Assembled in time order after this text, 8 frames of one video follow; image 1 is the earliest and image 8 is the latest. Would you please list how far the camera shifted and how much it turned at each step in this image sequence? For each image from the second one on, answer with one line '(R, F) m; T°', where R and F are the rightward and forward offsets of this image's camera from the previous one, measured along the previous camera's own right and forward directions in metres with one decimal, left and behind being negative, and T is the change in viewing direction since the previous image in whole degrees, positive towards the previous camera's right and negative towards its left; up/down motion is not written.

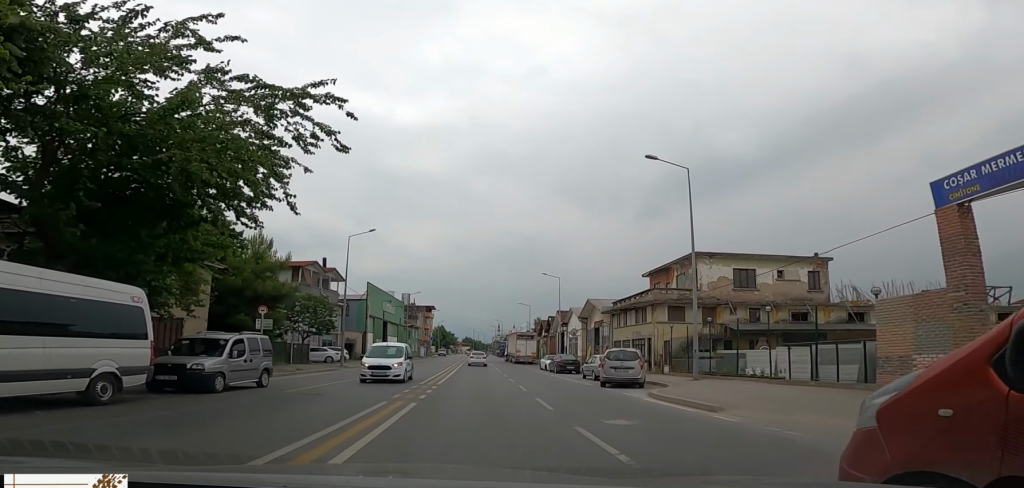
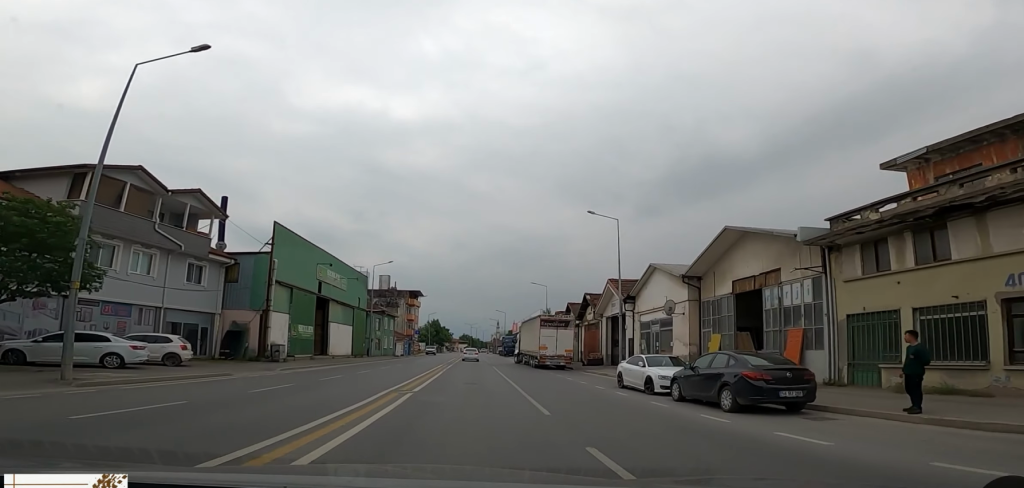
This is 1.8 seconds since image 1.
(0.0, +22.2) m; 0°
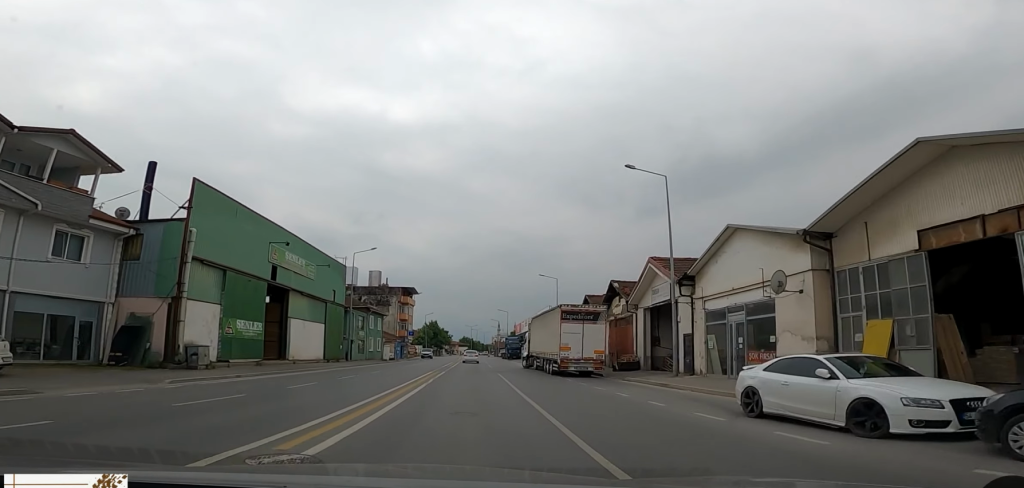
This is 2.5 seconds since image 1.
(-0.3, +8.1) m; 0°
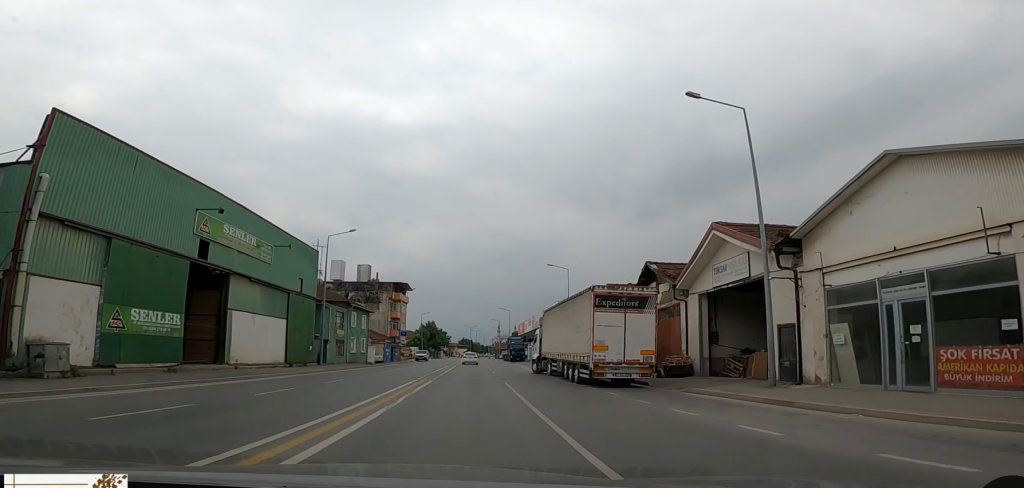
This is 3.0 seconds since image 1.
(-0.6, +7.1) m; 0°
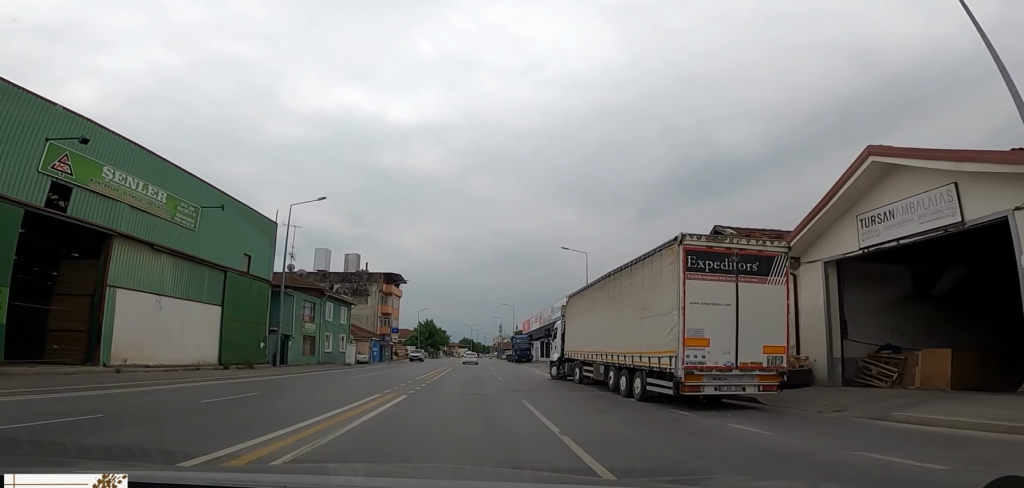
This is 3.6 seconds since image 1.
(+0.7, +7.8) m; 0°
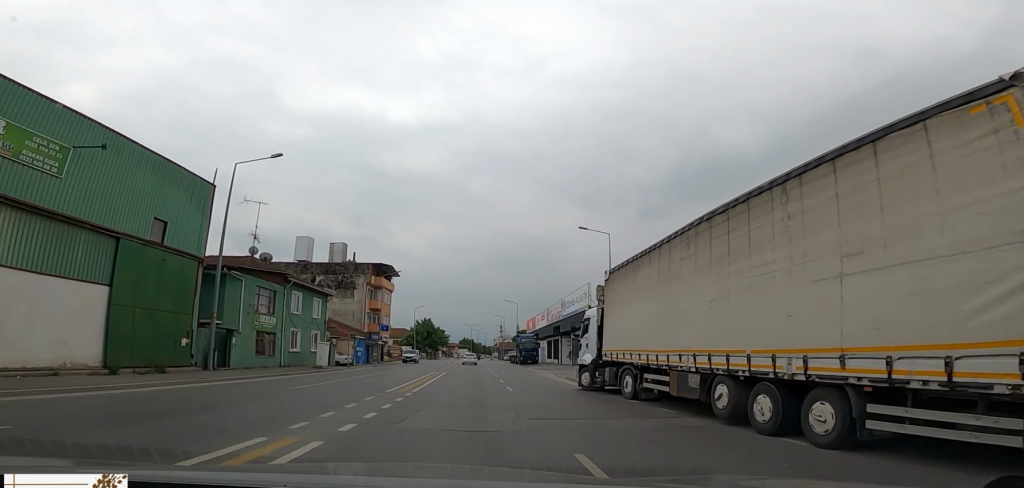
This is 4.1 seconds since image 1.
(+0.3, +6.9) m; 0°
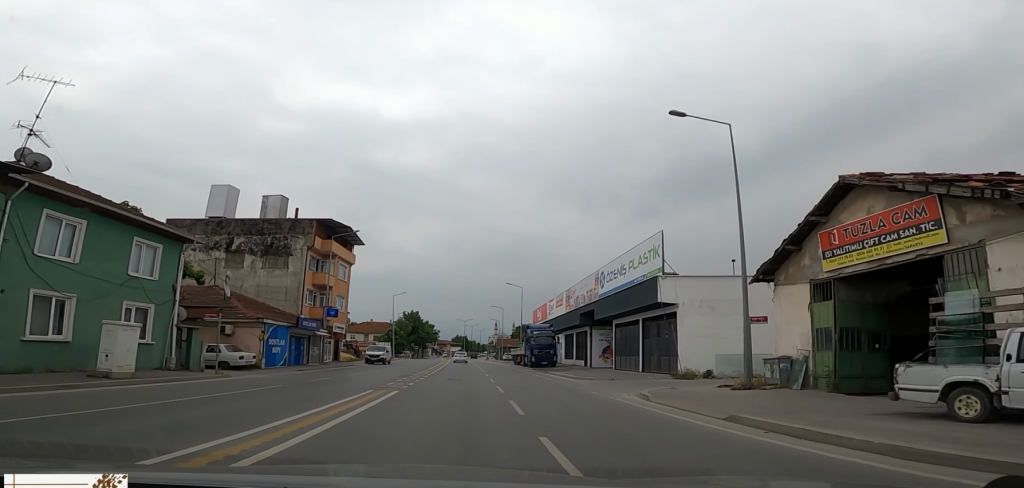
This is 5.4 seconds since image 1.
(-0.6, +16.9) m; +1°
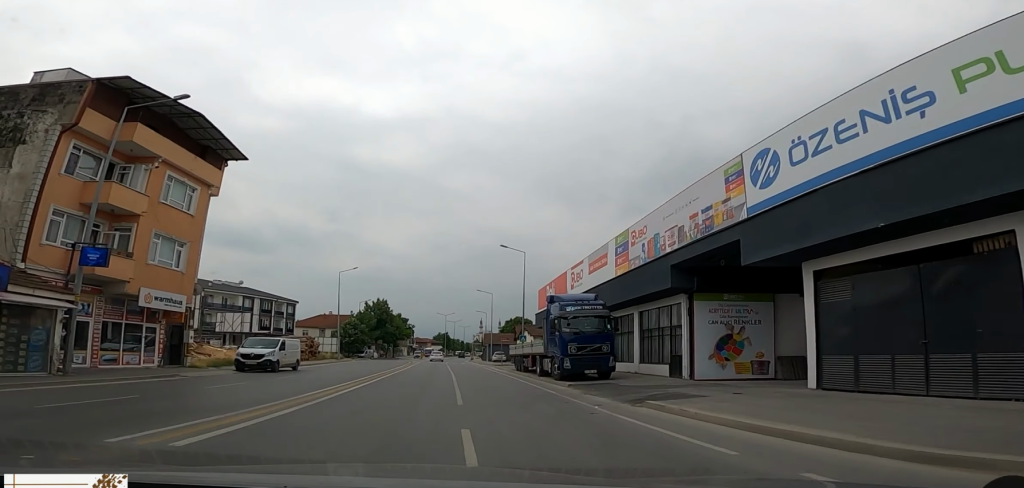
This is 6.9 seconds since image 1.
(+1.0, +20.3) m; -1°
